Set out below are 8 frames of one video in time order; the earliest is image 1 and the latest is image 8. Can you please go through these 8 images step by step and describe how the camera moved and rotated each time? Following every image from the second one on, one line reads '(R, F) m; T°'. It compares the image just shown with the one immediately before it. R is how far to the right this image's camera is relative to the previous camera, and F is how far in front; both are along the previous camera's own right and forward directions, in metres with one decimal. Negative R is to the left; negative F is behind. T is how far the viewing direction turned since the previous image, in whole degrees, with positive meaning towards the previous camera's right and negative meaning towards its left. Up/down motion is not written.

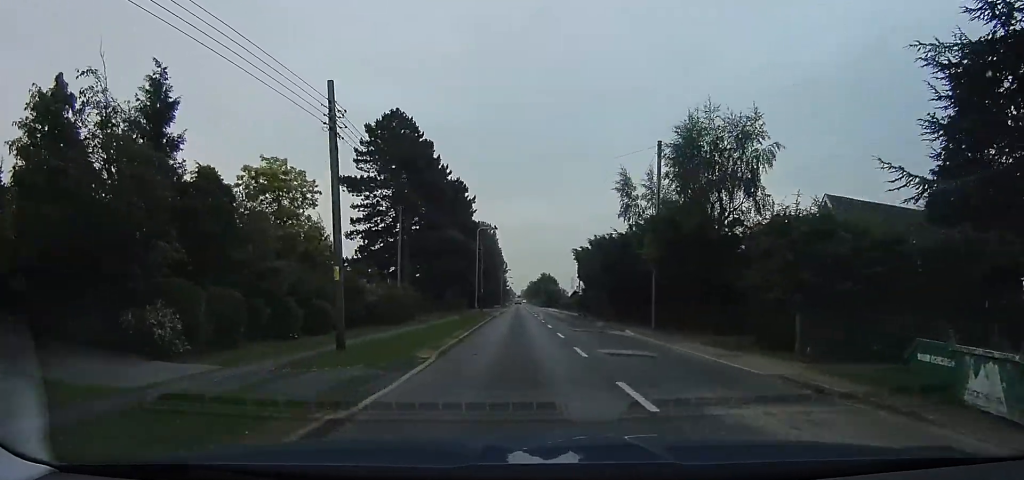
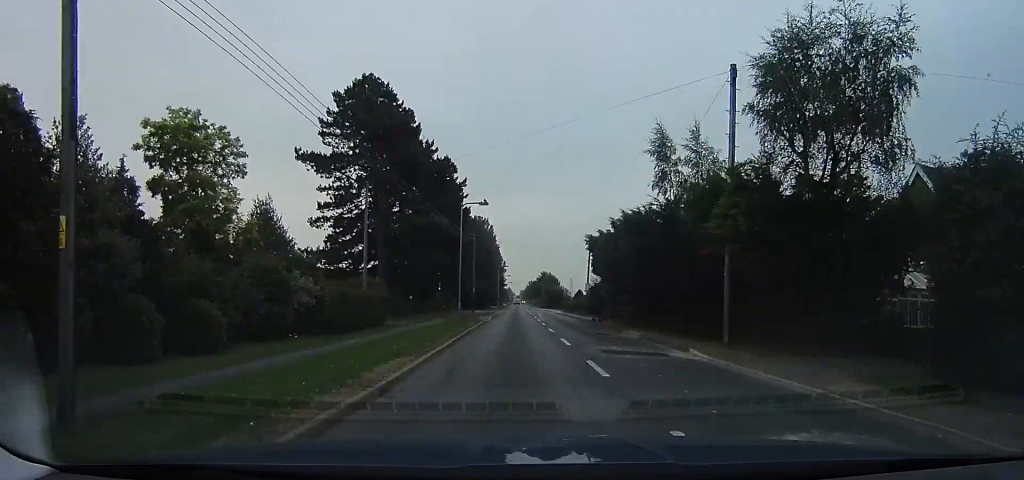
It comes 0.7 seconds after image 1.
(0.0, +9.0) m; +1°
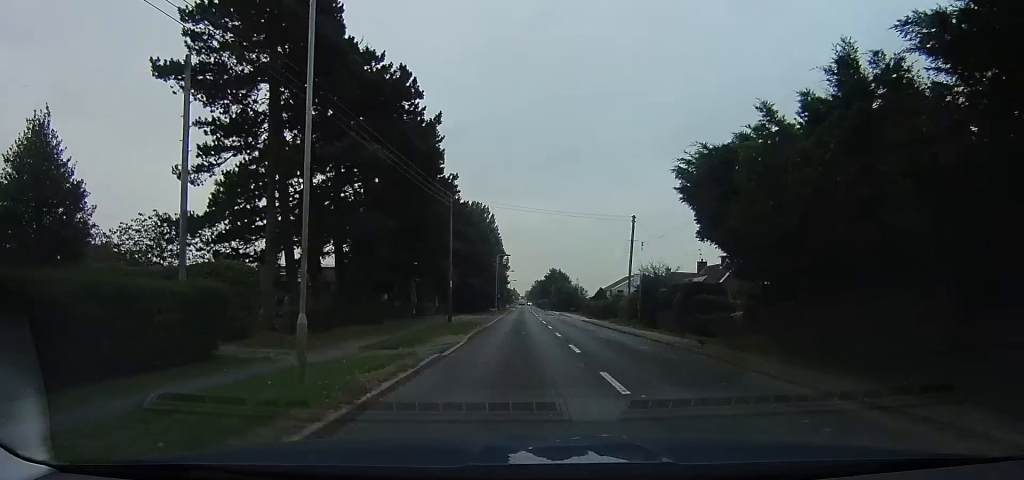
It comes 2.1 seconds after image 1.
(+0.7, +19.0) m; 0°
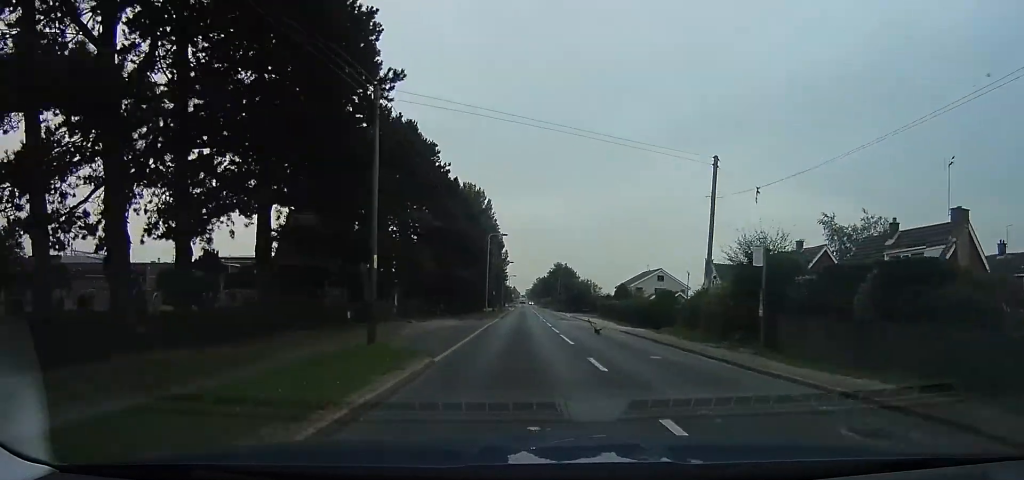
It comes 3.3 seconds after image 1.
(-0.7, +15.6) m; -1°
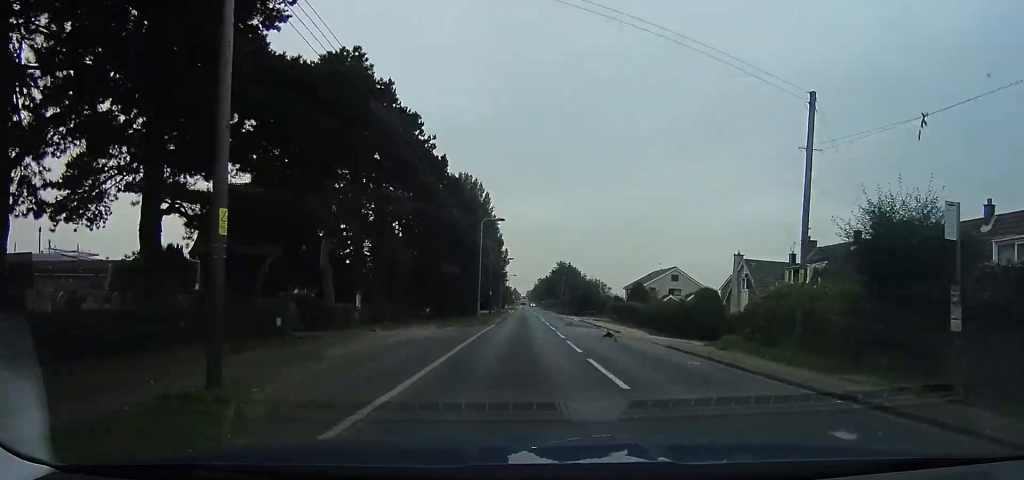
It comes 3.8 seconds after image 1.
(+0.3, +7.5) m; 0°
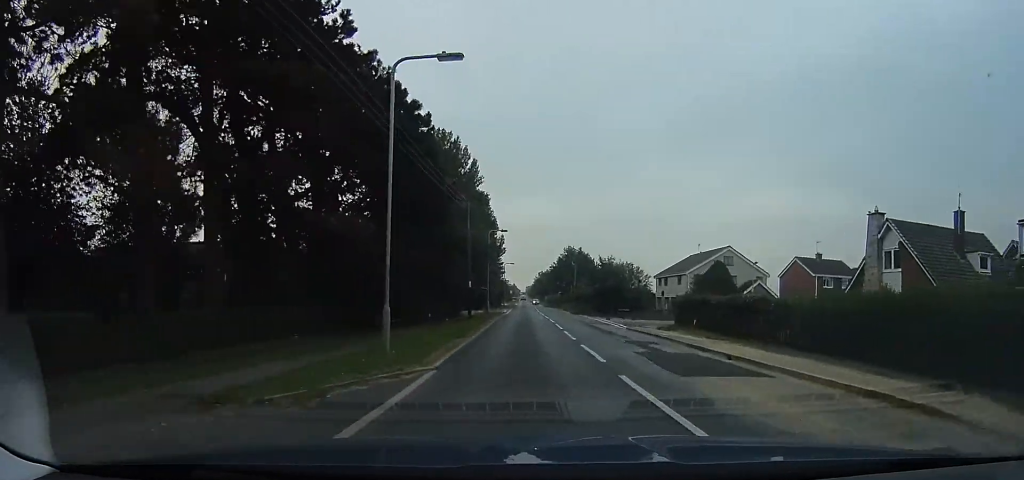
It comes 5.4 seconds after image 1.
(-0.5, +20.3) m; 0°
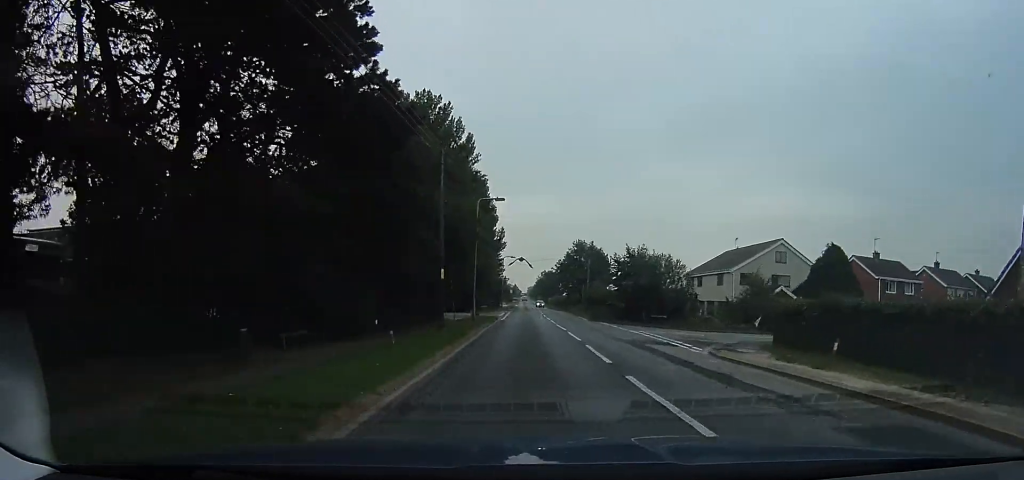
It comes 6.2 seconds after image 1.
(+0.8, +11.8) m; 0°
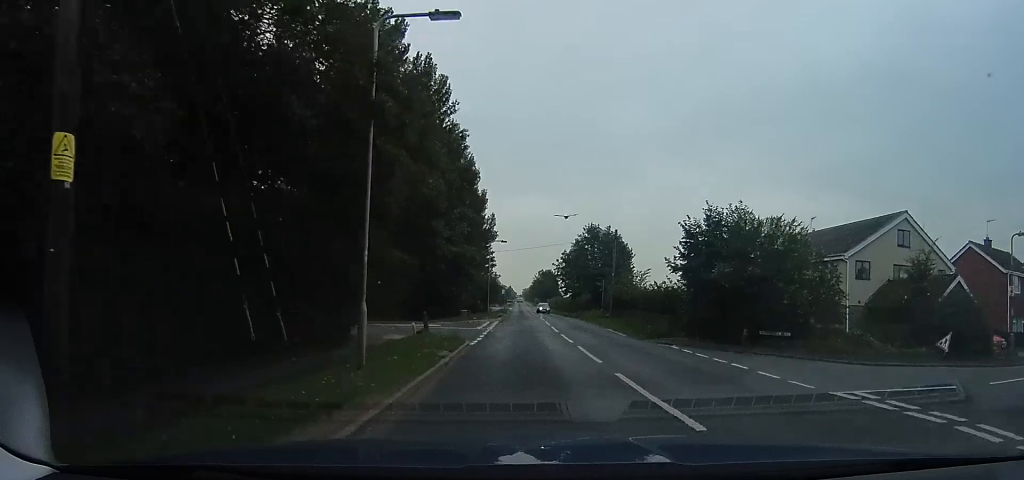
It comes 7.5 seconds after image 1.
(-0.7, +17.0) m; +1°
